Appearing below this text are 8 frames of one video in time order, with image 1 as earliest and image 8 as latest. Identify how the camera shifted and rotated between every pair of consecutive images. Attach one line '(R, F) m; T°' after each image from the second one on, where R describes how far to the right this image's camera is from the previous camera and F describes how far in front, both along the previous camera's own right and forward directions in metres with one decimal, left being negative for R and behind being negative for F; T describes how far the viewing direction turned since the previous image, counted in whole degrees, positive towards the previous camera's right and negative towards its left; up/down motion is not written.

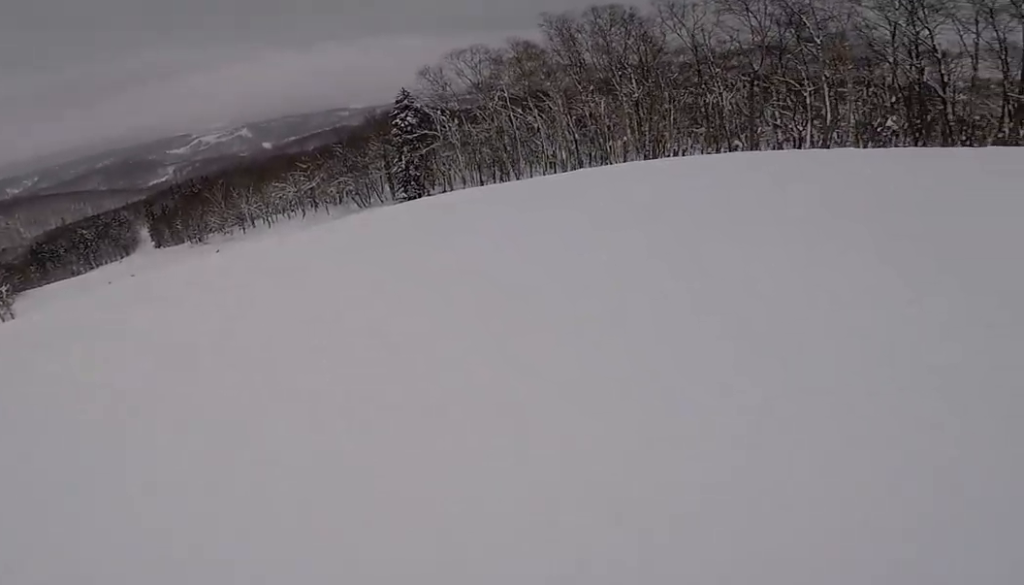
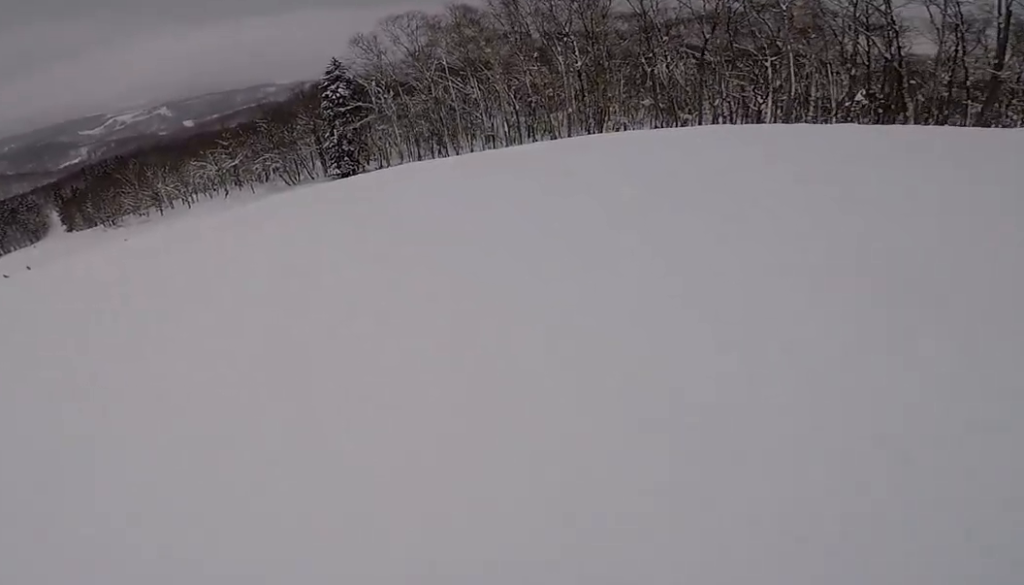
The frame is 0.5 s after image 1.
(+0.6, +4.7) m; +6°
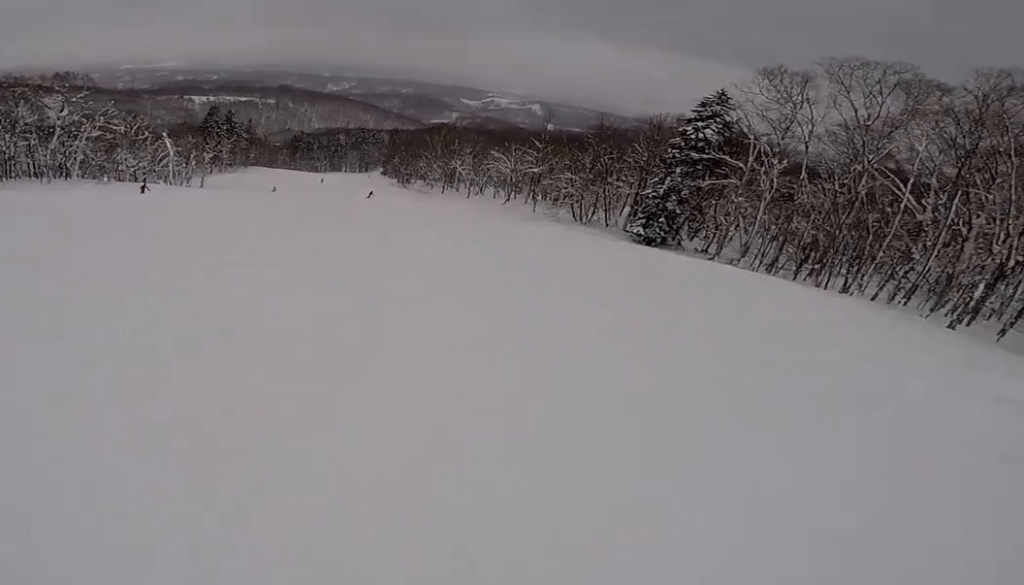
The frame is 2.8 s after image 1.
(-4.4, +21.1) m; -30°
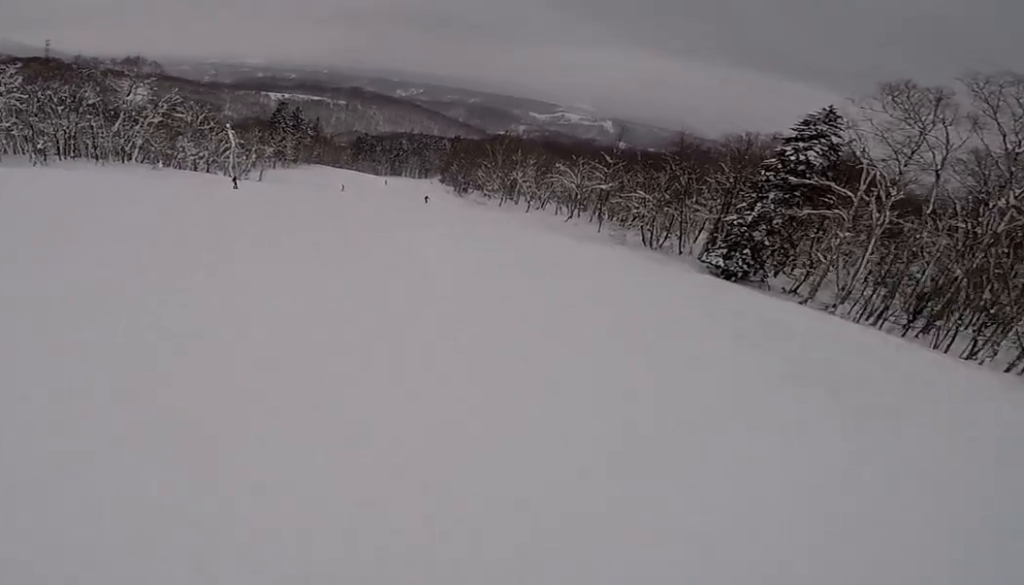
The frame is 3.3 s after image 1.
(-0.2, +5.1) m; -8°
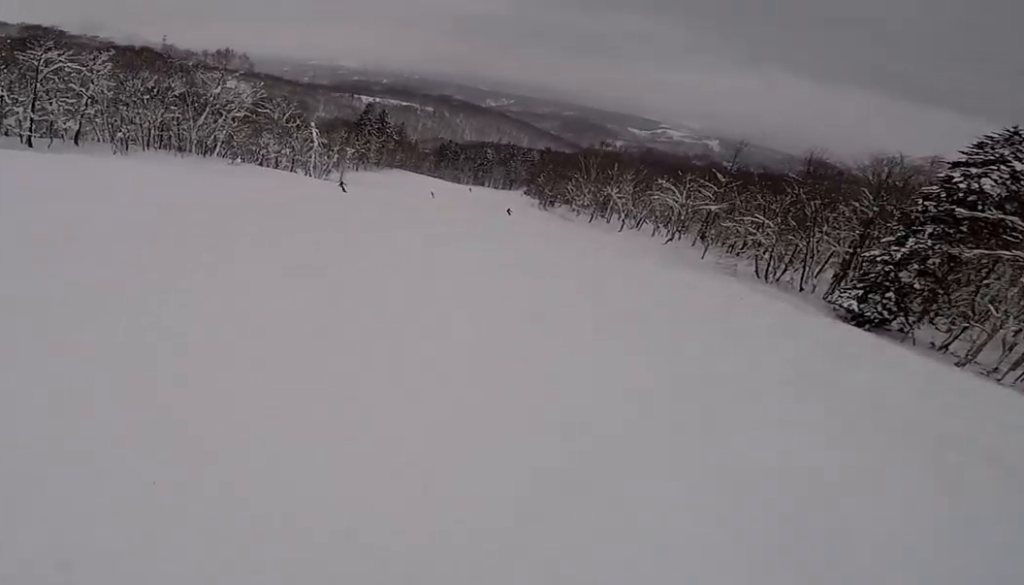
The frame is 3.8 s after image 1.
(-0.5, +5.1) m; -7°
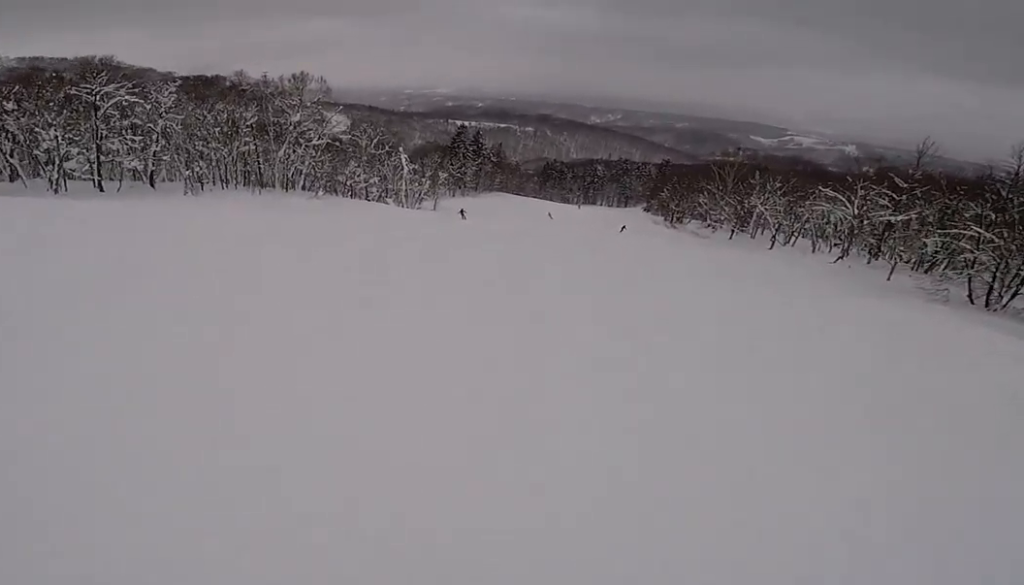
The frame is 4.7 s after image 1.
(-0.9, +9.3) m; -6°
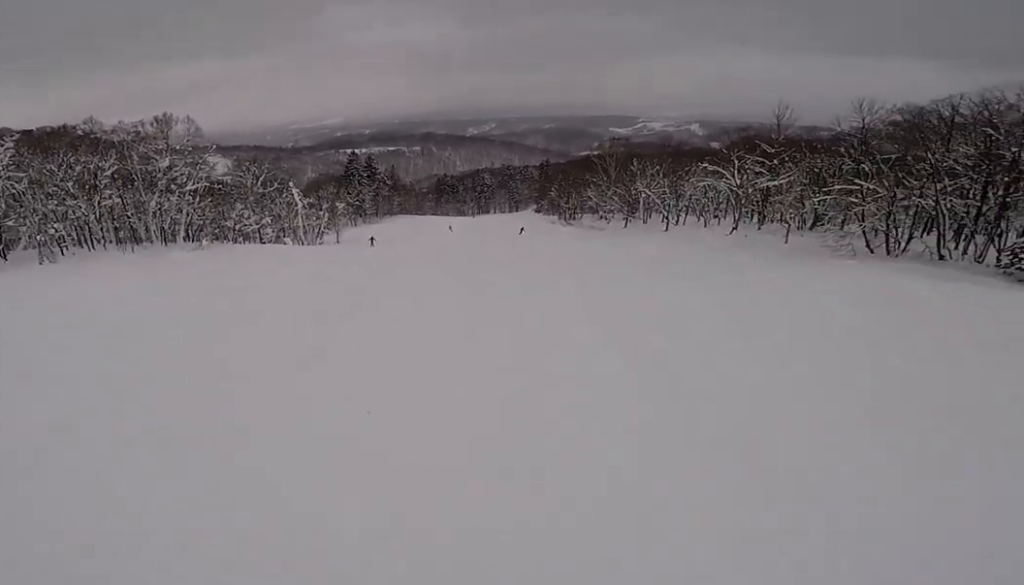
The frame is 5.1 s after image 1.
(-0.8, +5.3) m; +3°
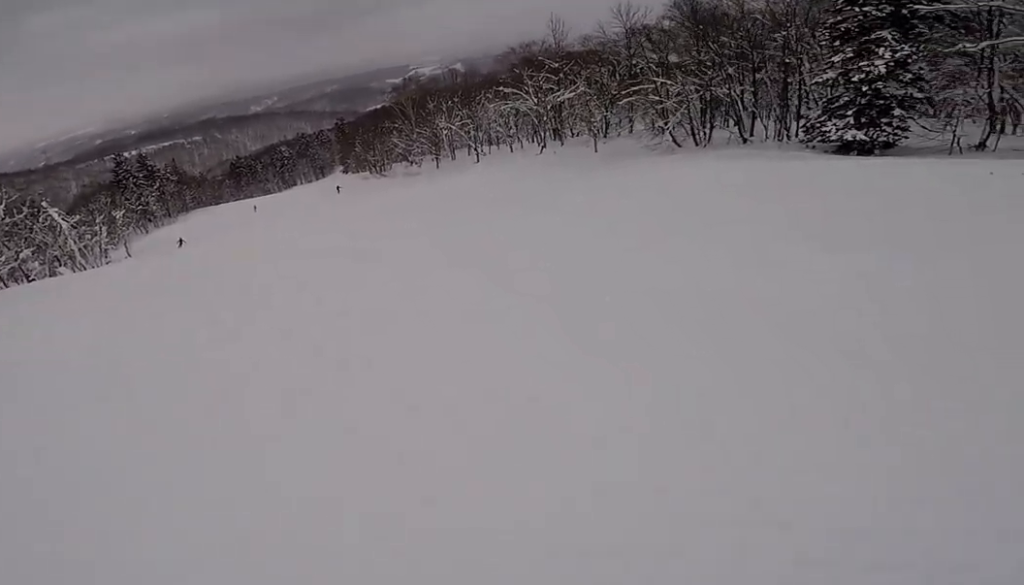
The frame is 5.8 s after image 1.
(+0.8, +7.1) m; +11°
